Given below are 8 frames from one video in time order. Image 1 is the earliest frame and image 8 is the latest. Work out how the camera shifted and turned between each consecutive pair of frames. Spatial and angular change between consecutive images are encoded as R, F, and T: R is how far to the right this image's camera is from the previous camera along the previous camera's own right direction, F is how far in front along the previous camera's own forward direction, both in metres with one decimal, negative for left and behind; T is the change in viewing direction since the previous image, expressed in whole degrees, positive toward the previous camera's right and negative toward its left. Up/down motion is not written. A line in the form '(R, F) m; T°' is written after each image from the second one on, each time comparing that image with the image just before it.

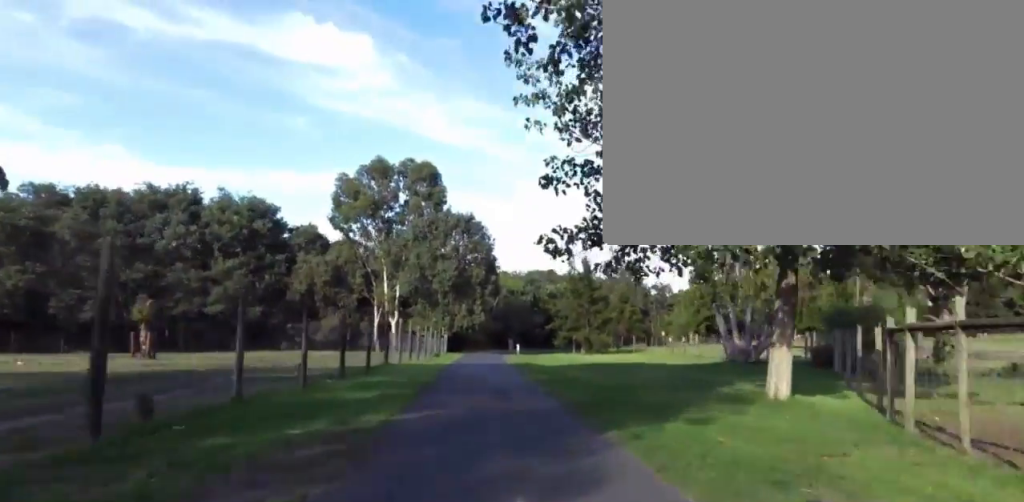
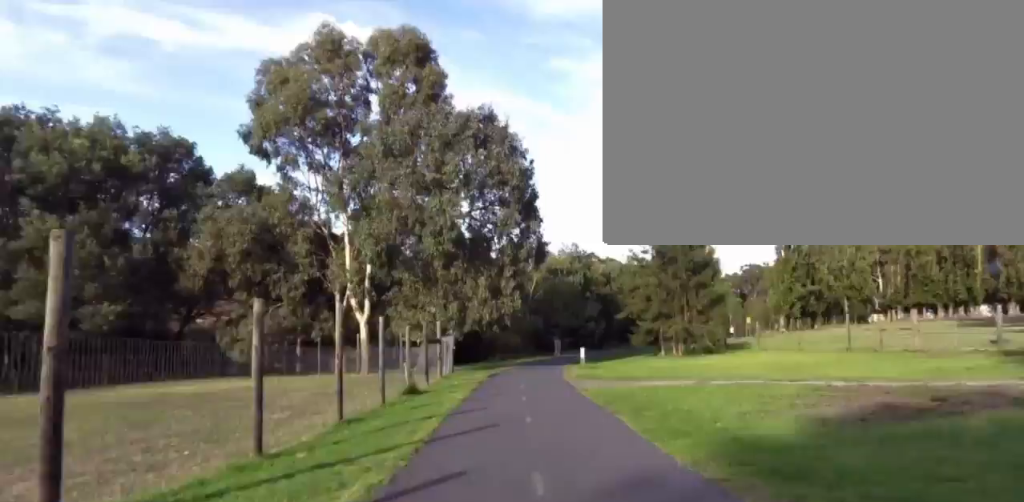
(-3.1, +22.4) m; -11°
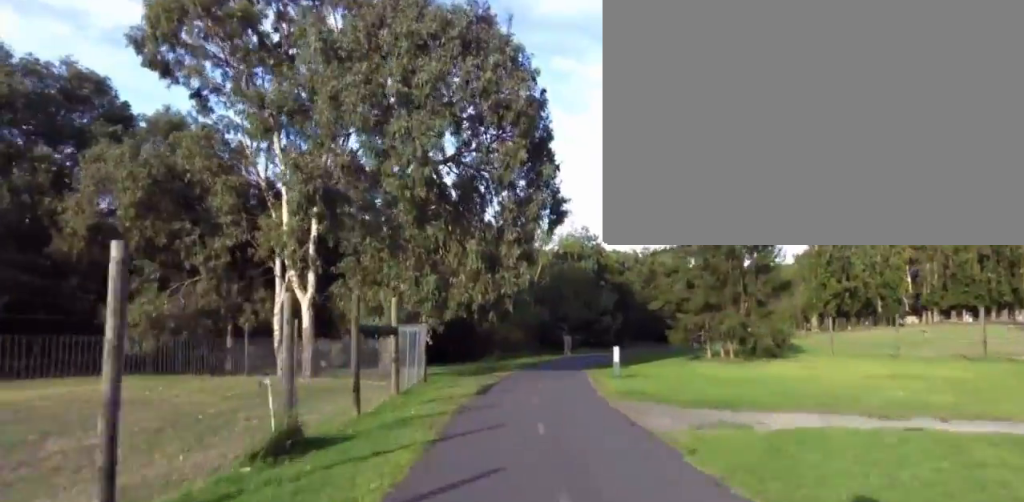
(+0.1, +8.9) m; +5°
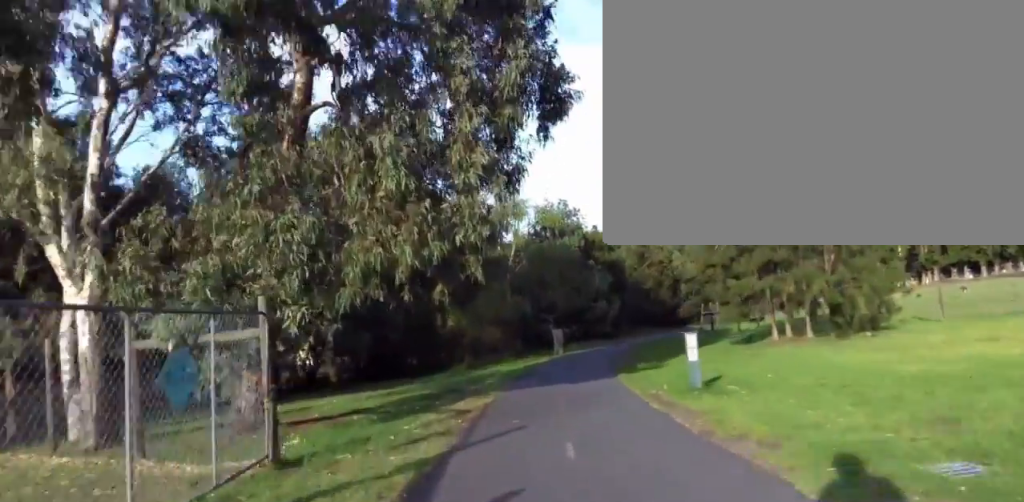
(+0.7, +9.8) m; +9°
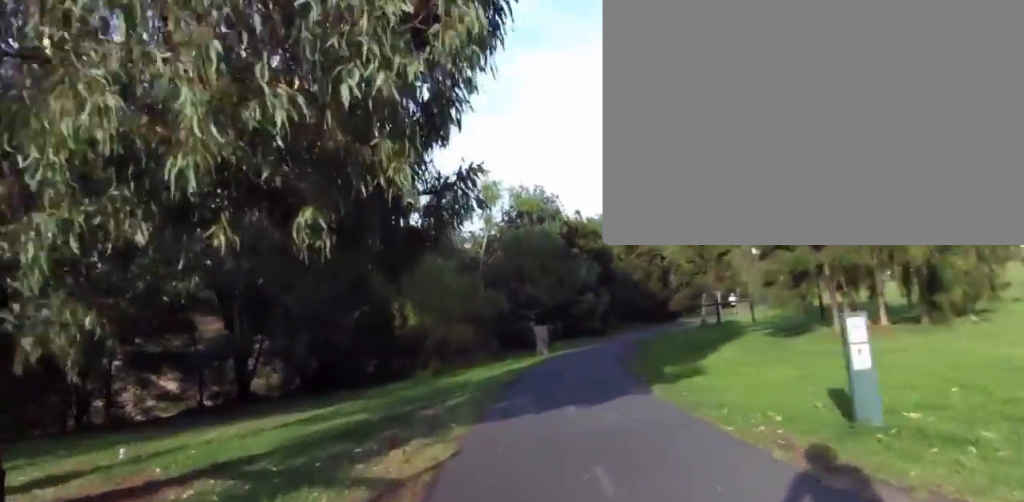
(+0.3, +5.2) m; +5°
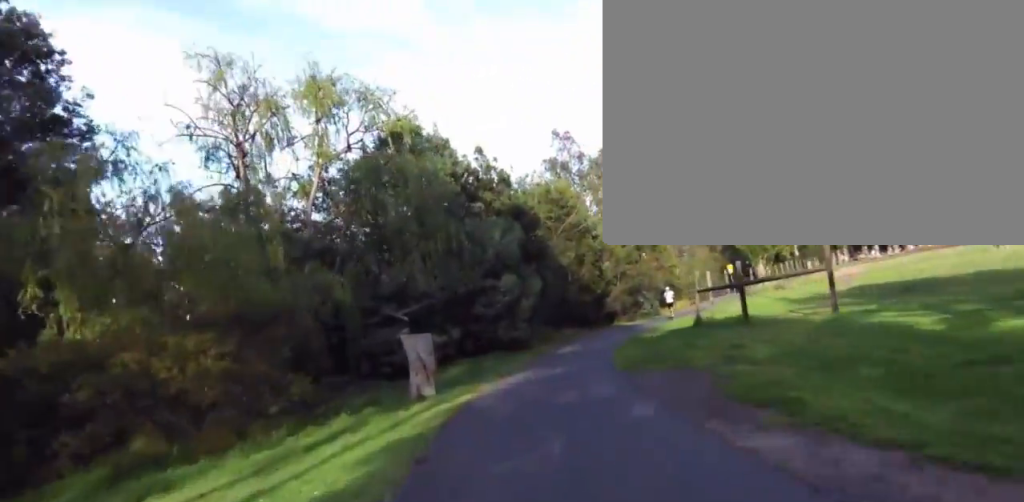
(+1.7, +13.8) m; +11°
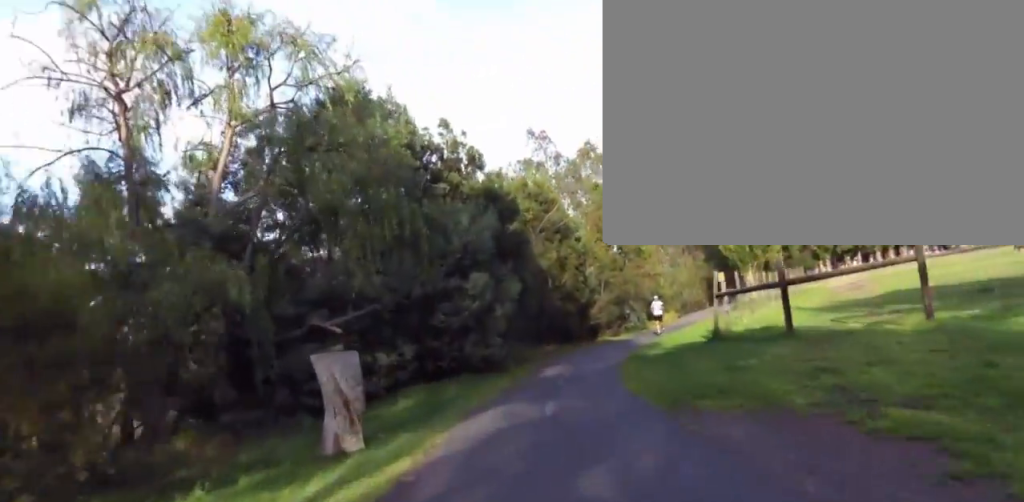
(0.0, +3.8) m; +1°
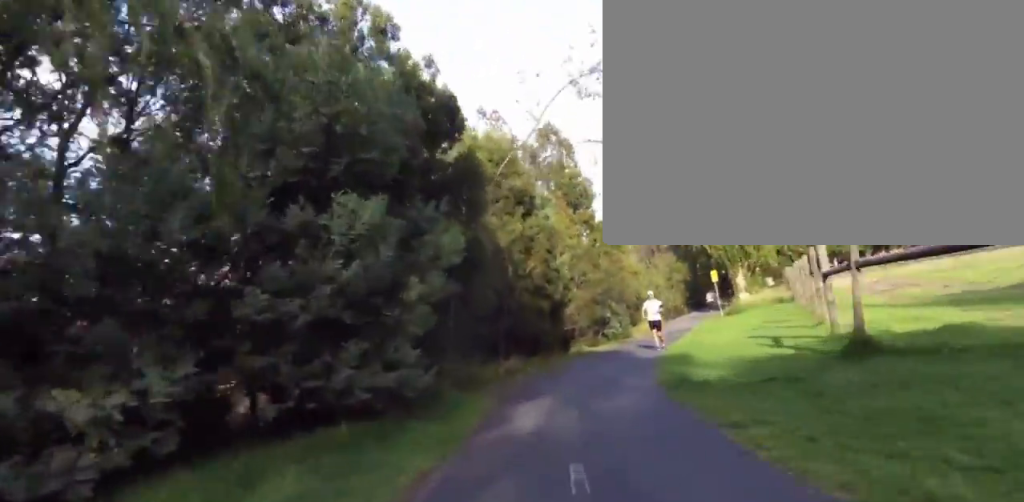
(+0.1, +7.6) m; +3°
